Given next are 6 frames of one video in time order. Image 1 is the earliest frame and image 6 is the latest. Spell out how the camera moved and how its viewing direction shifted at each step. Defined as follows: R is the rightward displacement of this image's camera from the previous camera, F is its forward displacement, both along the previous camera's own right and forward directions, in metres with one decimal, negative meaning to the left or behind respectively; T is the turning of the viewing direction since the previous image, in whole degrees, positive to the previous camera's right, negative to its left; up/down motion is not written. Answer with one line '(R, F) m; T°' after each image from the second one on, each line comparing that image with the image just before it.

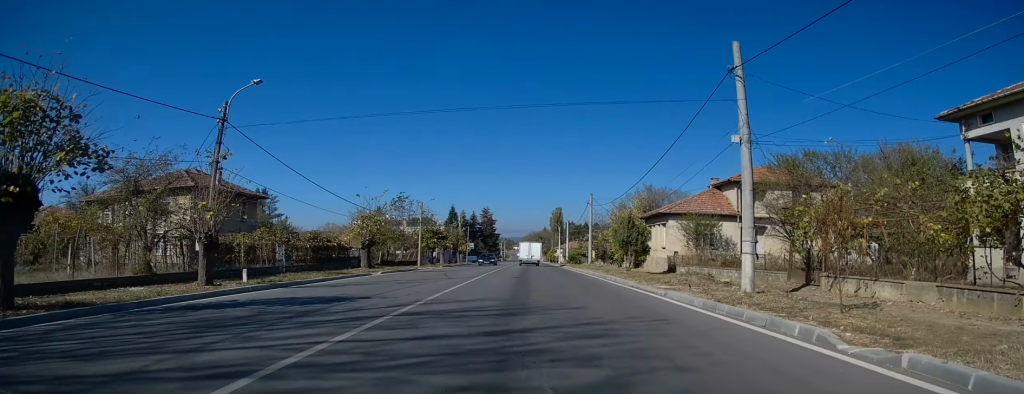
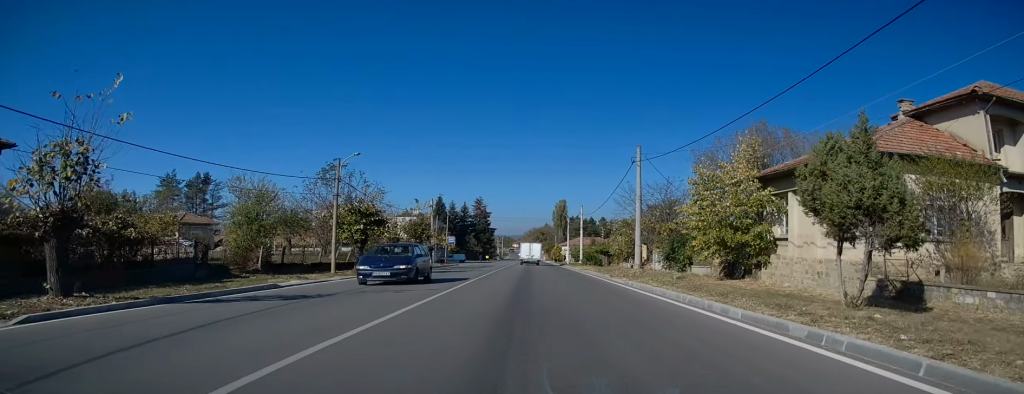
(0.0, +24.3) m; -1°
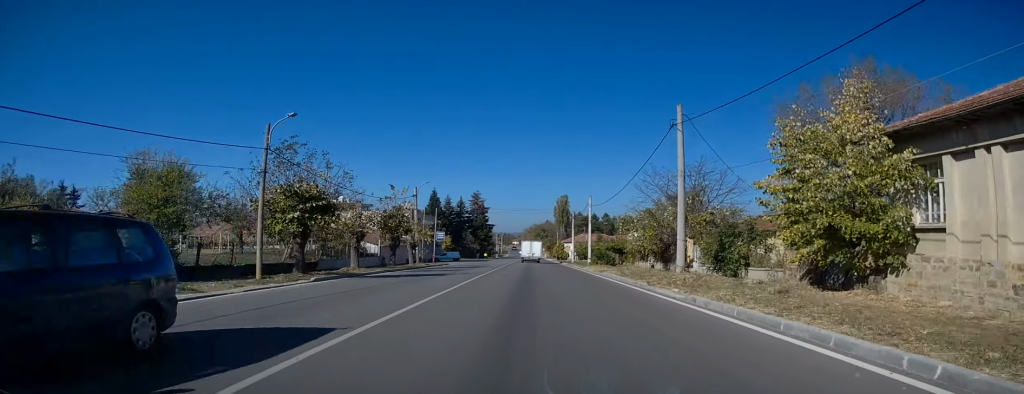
(-0.1, +8.0) m; 0°
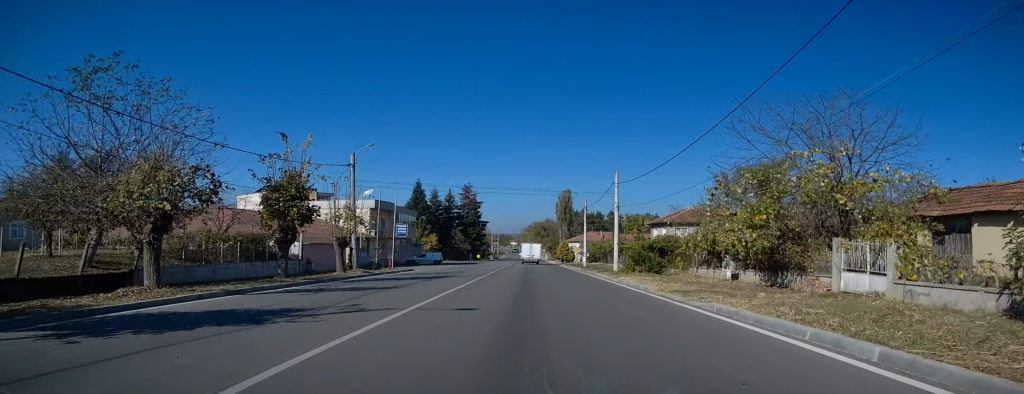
(+0.2, +18.2) m; +2°
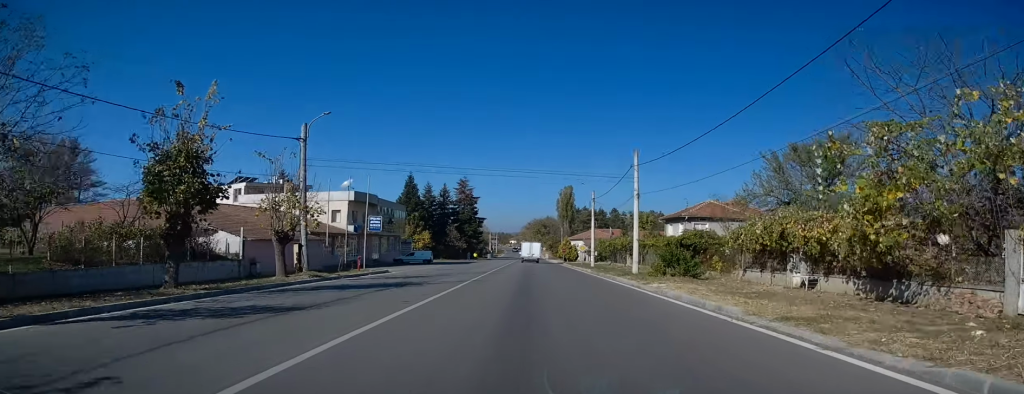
(+0.1, +6.8) m; 0°
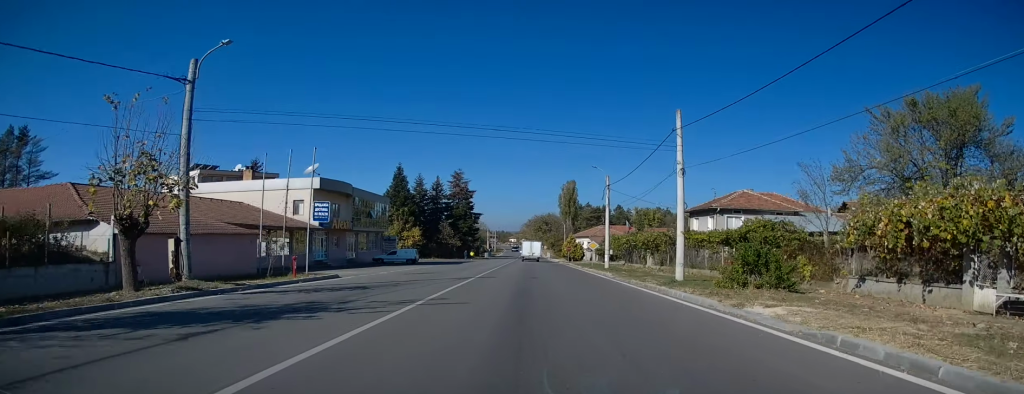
(+0.1, +9.3) m; 0°
